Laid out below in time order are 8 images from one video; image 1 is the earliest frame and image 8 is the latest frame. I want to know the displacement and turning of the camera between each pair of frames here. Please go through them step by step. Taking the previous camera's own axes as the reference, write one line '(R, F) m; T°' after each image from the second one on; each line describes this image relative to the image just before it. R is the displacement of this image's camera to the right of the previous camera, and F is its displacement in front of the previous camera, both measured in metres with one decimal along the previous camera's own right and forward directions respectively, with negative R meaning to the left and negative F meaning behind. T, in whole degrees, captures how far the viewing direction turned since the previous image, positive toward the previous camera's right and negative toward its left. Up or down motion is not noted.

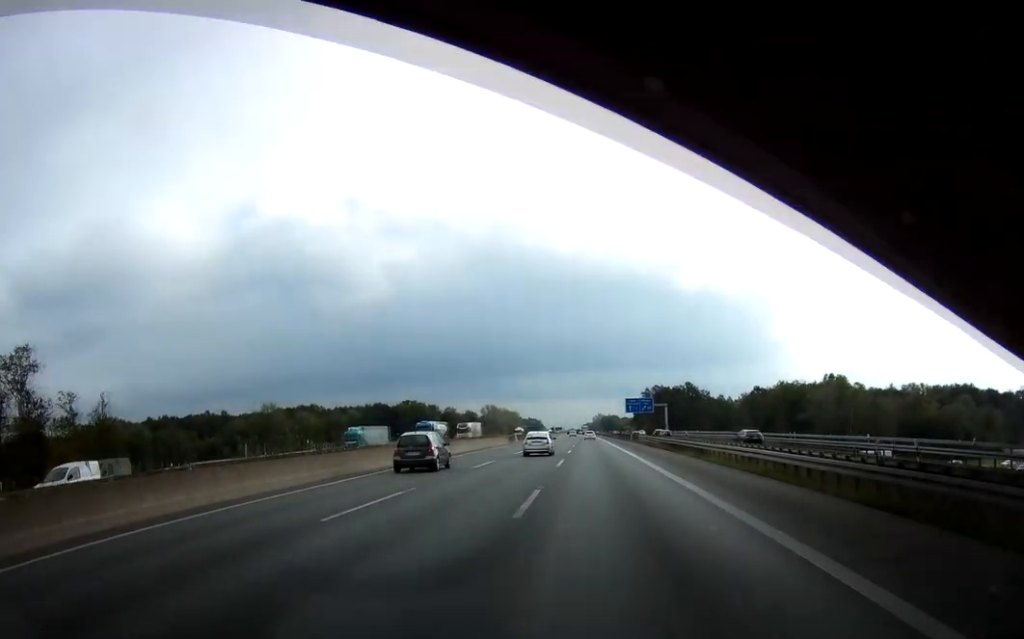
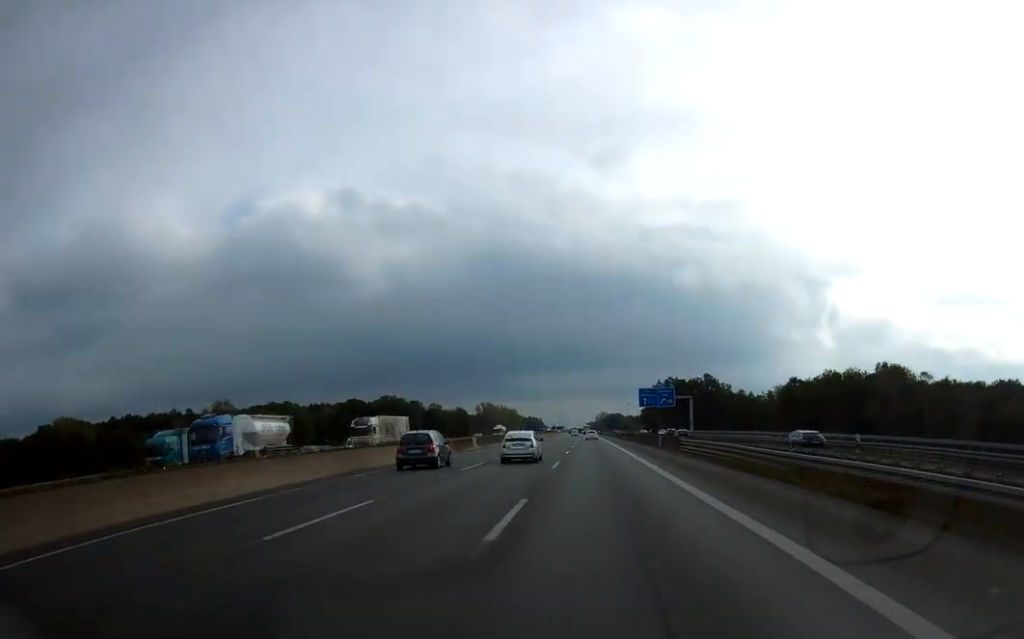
(-0.3, +39.4) m; 0°
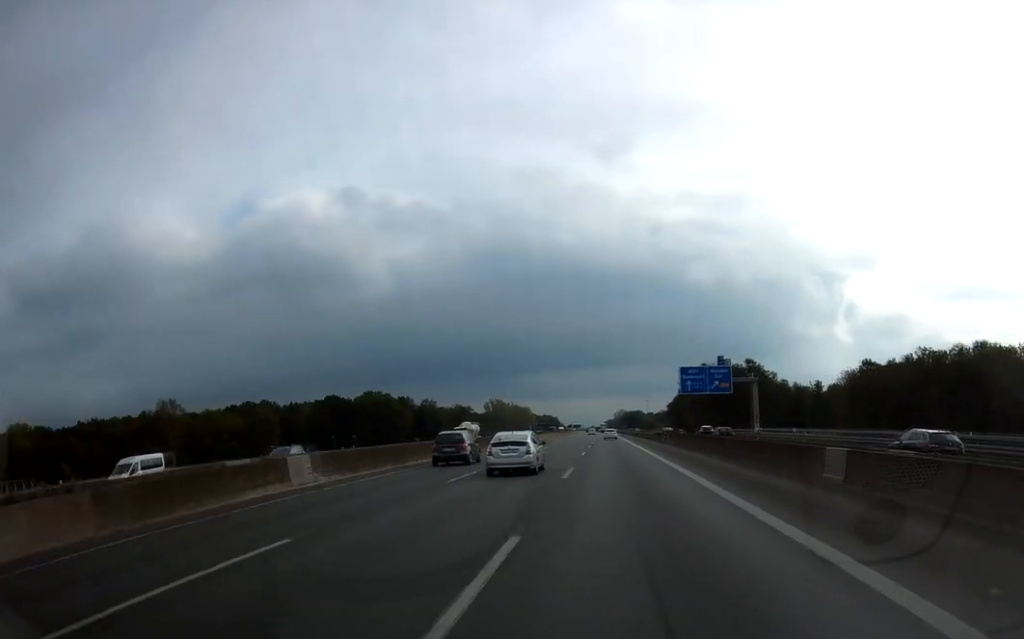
(+0.2, +43.3) m; 0°
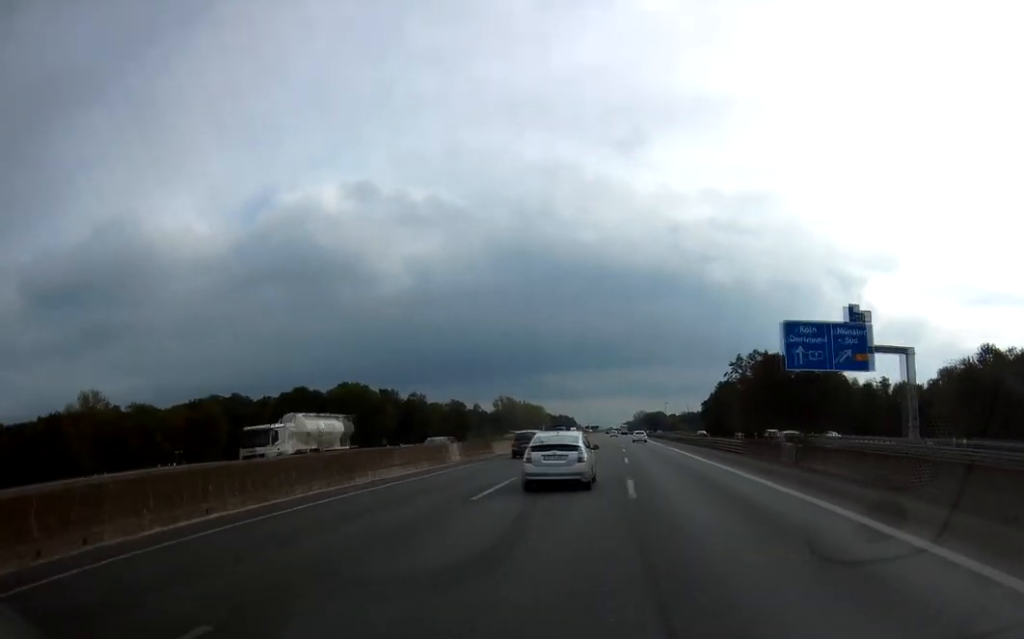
(-0.6, +46.3) m; -1°
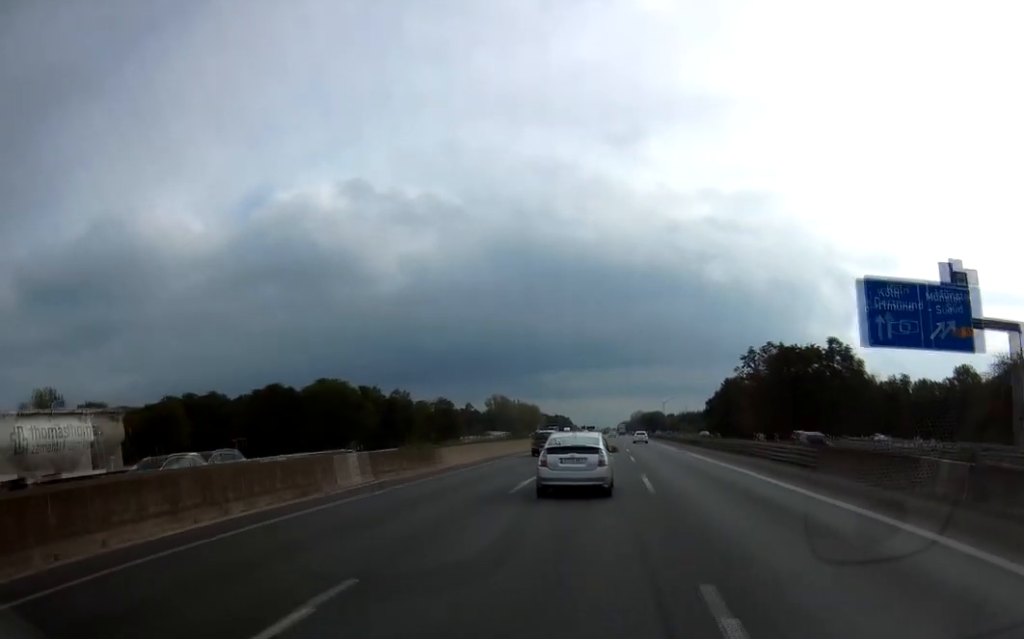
(0.0, +17.4) m; 0°
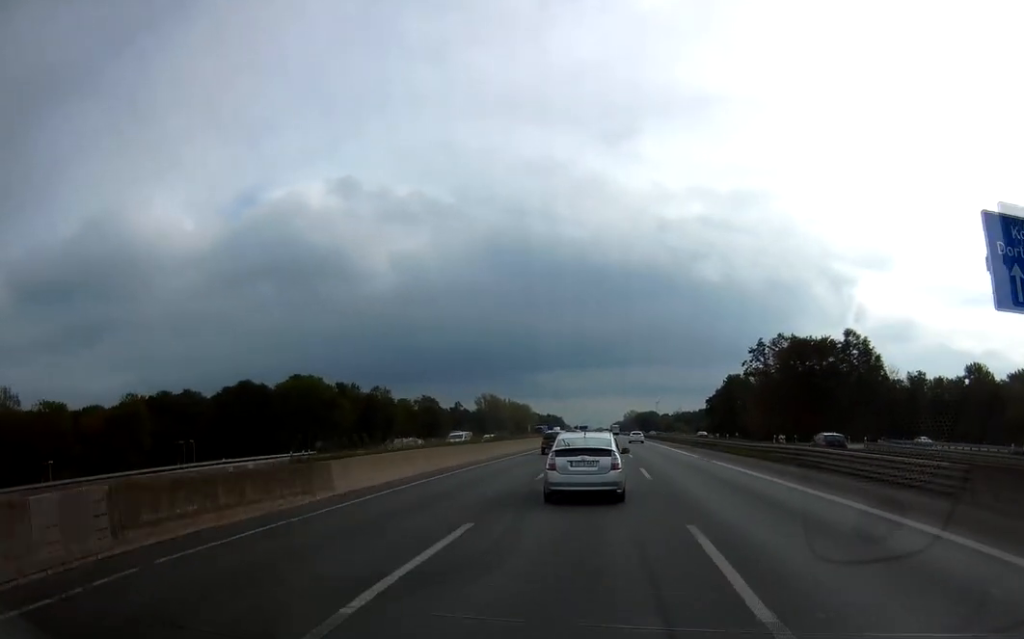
(+0.2, +14.4) m; 0°
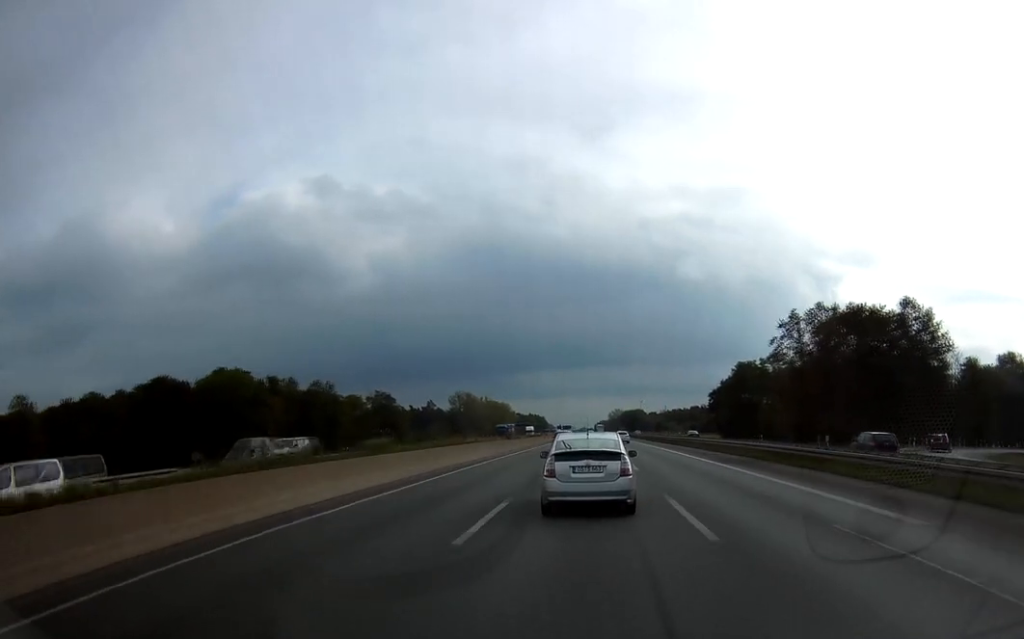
(-0.6, +33.8) m; -1°
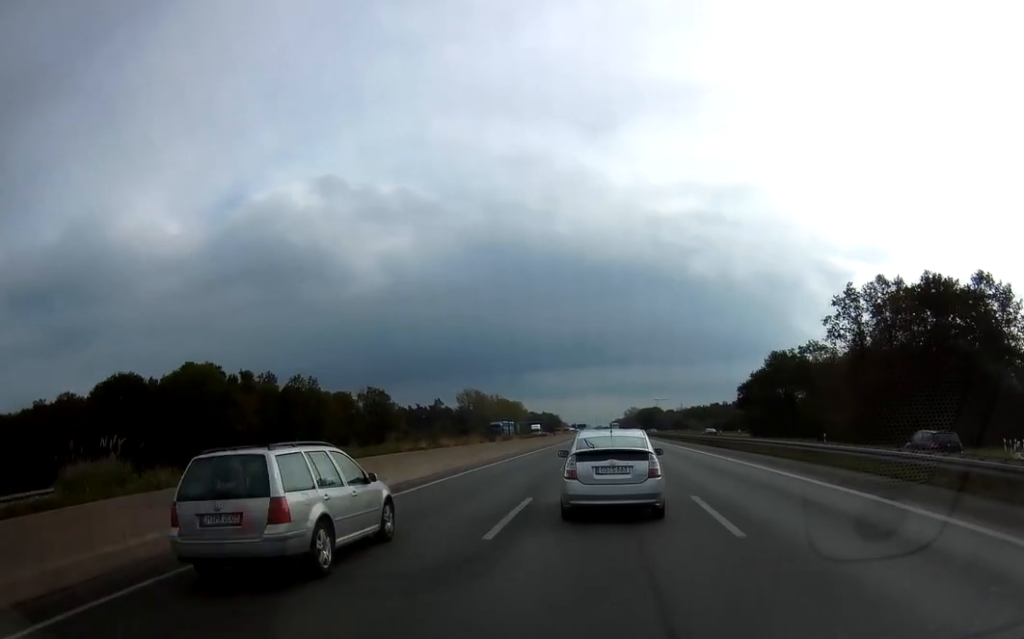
(+0.2, +18.7) m; 0°
